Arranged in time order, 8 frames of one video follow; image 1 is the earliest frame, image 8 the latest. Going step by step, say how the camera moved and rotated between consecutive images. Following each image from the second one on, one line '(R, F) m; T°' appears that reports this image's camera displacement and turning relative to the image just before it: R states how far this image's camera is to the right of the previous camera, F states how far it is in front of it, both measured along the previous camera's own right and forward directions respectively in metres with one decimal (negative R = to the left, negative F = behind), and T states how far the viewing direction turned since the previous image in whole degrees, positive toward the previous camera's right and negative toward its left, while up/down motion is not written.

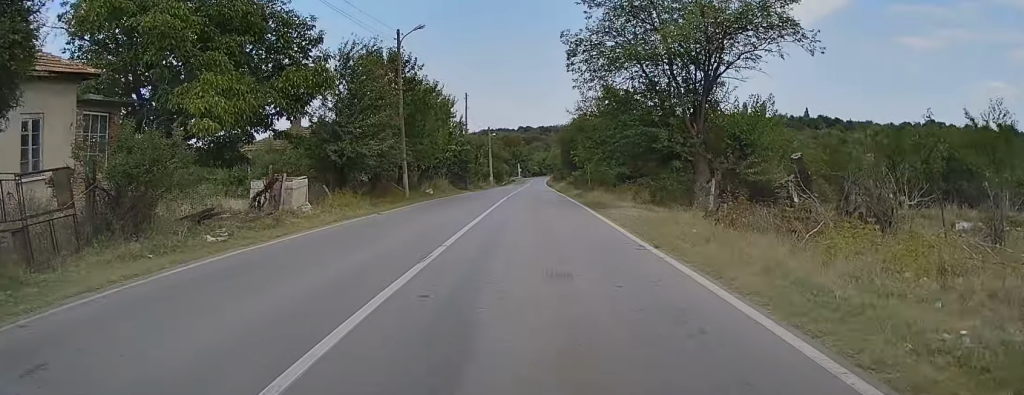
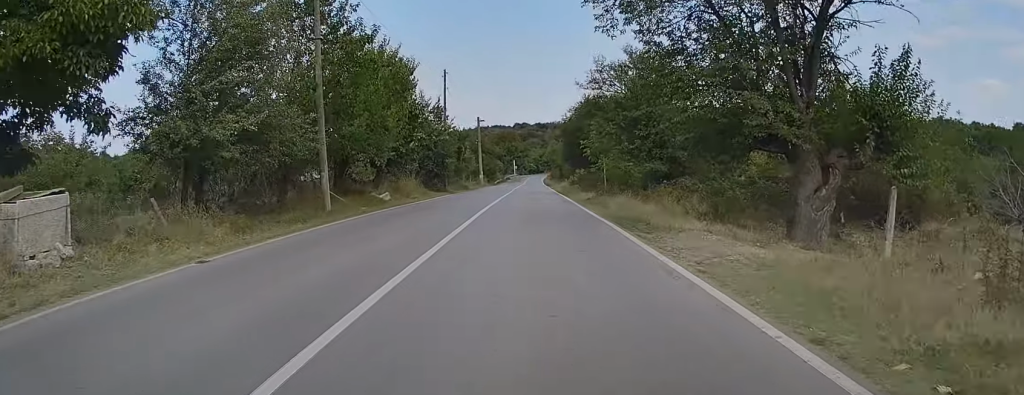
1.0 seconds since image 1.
(-0.1, +12.7) m; 0°
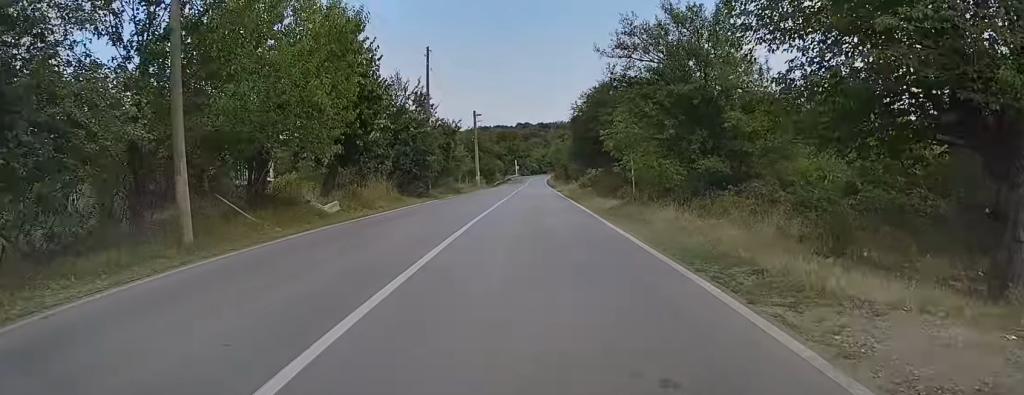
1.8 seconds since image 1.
(0.0, +9.1) m; 0°
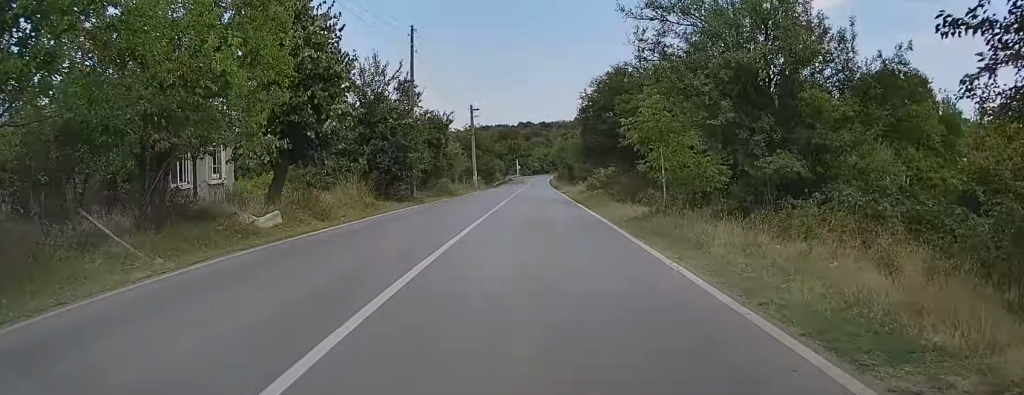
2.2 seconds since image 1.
(+0.2, +5.8) m; 0°
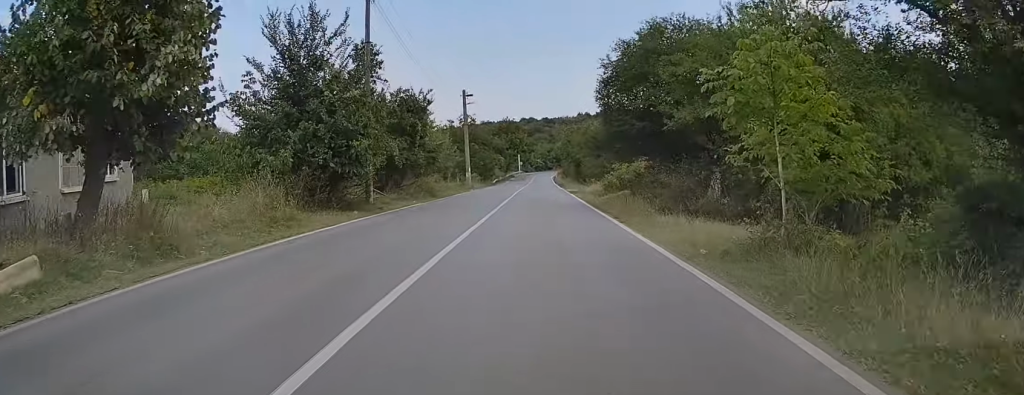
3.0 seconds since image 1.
(-0.1, +9.7) m; 0°
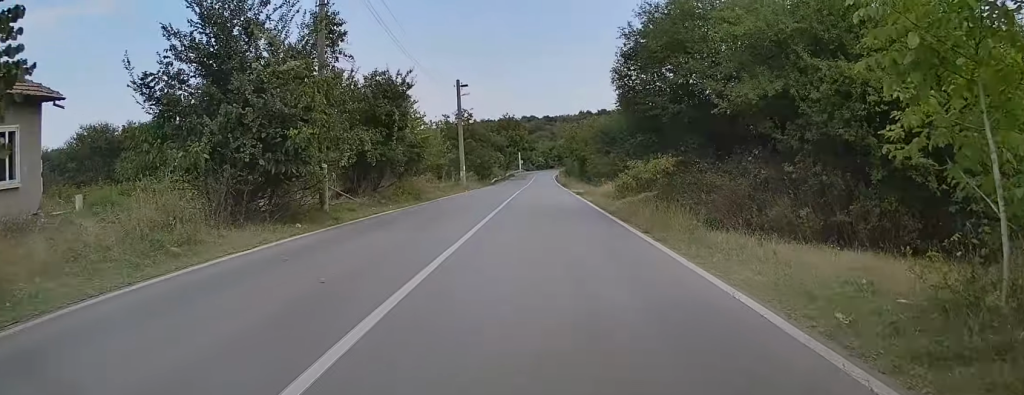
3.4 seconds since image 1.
(-0.2, +5.5) m; 0°
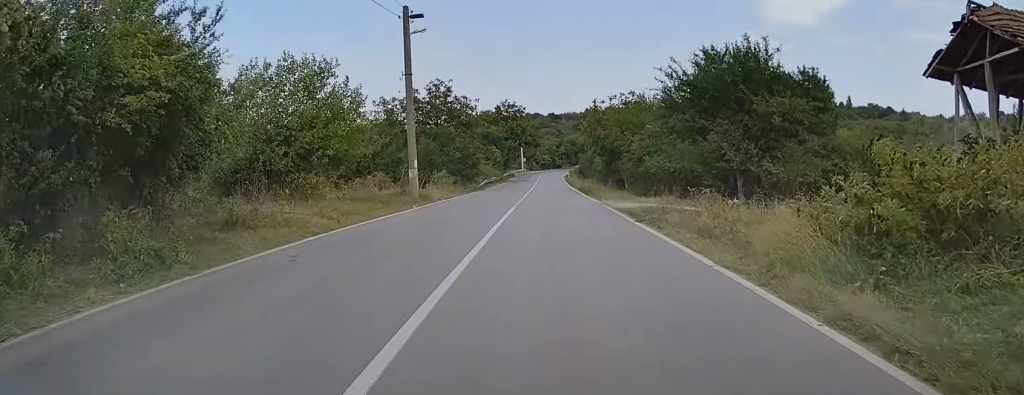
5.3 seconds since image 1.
(+0.1, +23.8) m; -2°
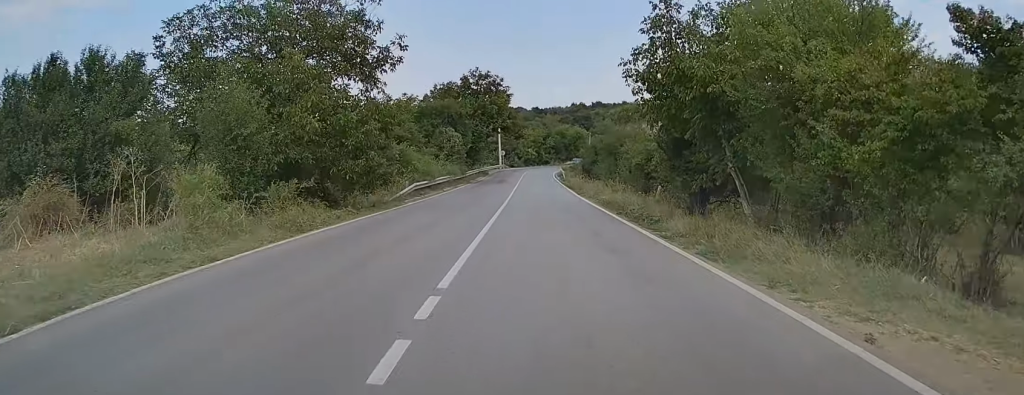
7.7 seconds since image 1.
(0.0, +31.0) m; +2°
